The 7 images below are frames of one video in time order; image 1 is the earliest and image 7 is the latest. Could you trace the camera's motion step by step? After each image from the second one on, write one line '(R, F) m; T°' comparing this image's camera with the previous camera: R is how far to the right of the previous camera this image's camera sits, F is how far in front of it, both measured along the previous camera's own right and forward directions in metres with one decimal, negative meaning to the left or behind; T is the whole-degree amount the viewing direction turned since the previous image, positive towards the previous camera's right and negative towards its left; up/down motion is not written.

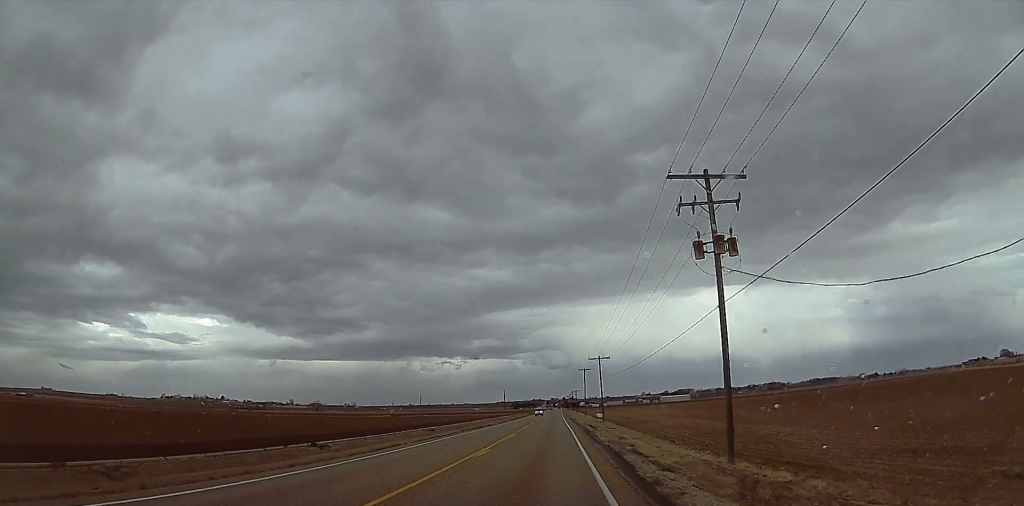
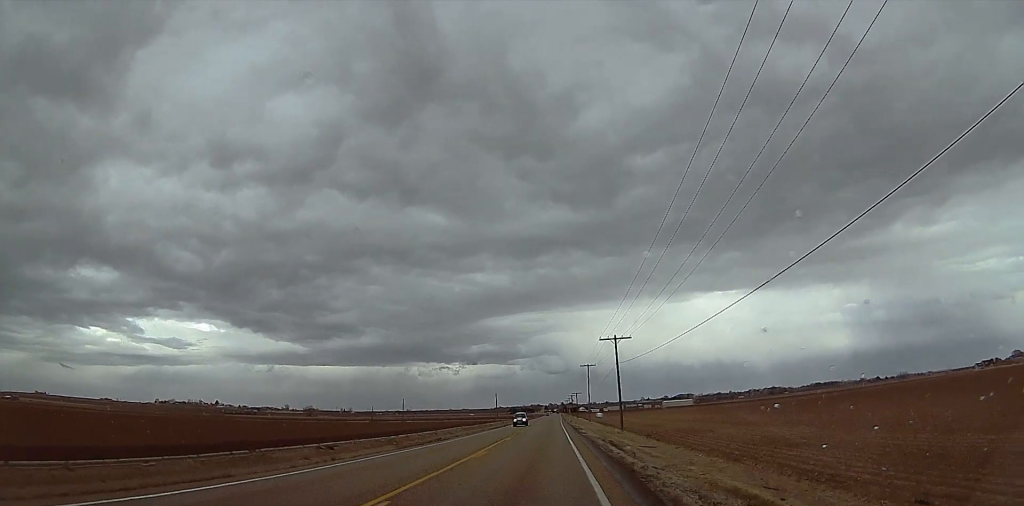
(0.0, +28.9) m; 0°
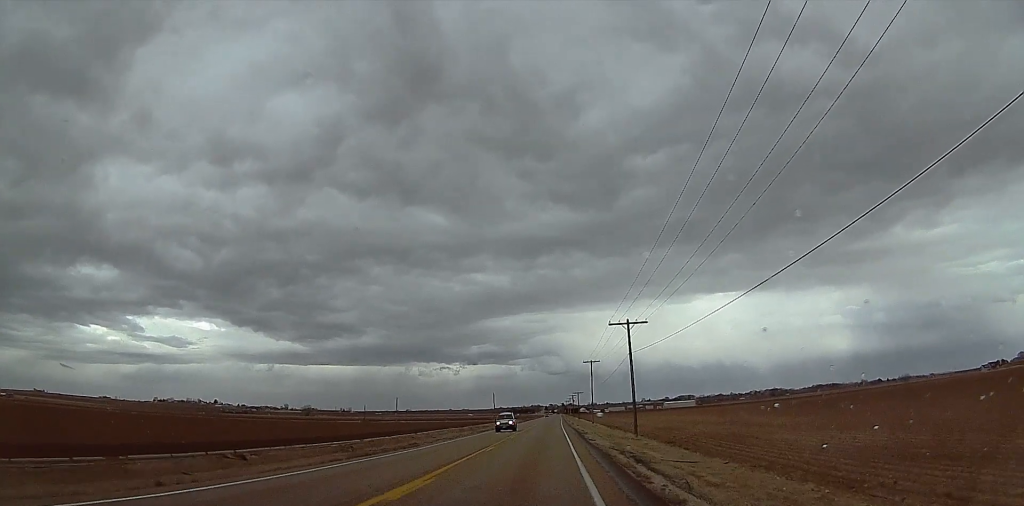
(0.0, +10.9) m; 0°
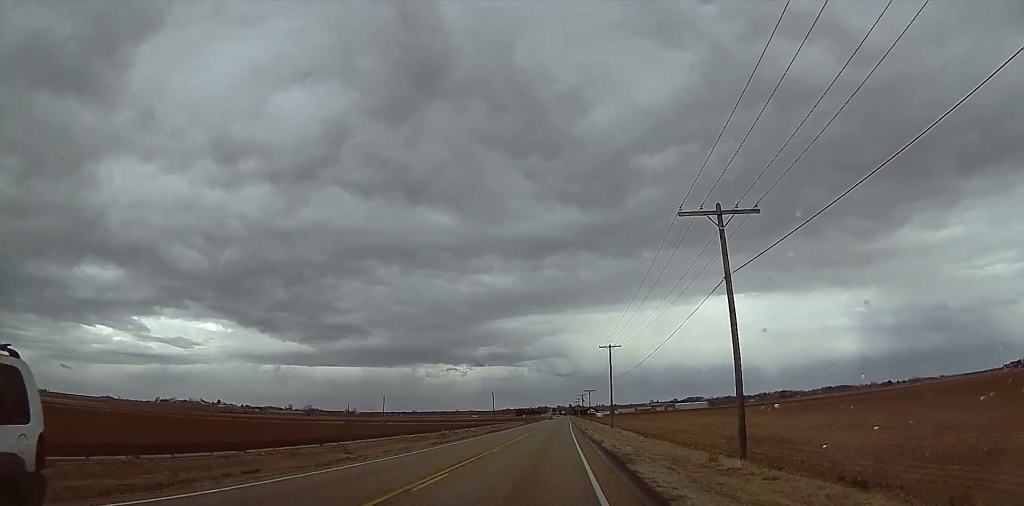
(0.0, +28.4) m; 0°
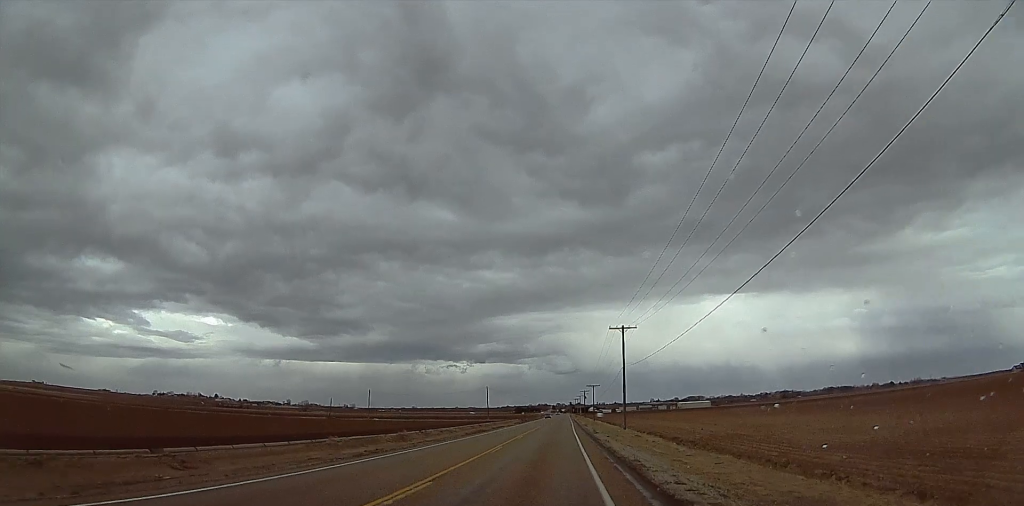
(0.0, +17.4) m; 0°
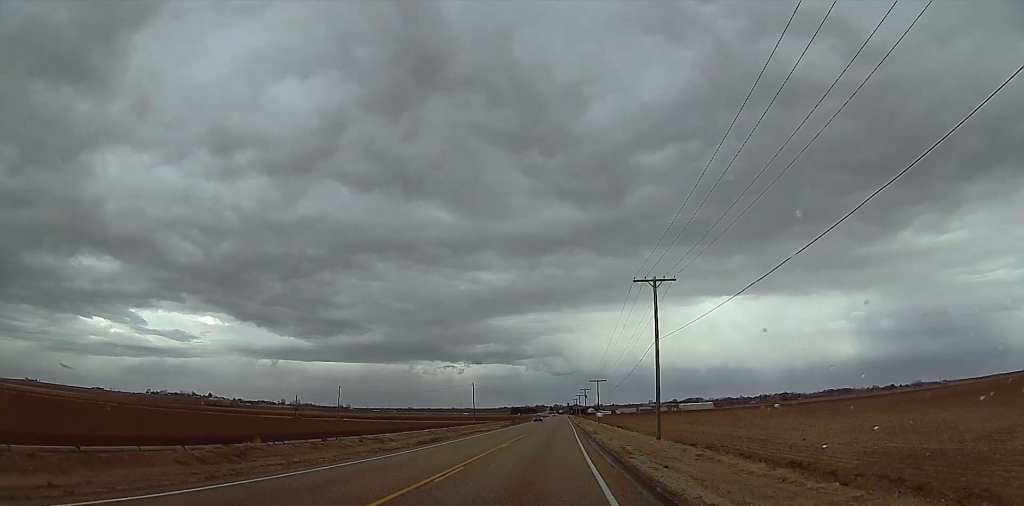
(0.0, +26.3) m; 0°
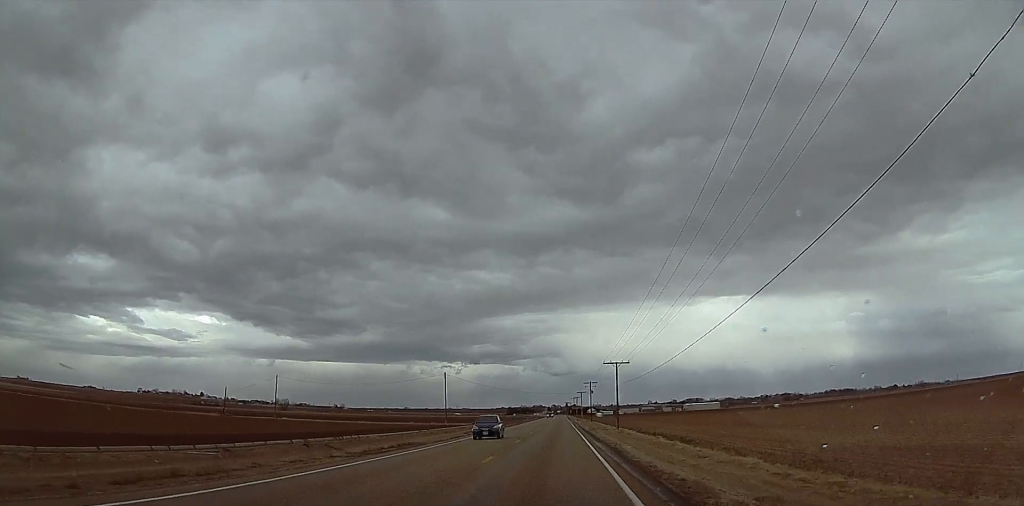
(0.0, +41.3) m; 0°
